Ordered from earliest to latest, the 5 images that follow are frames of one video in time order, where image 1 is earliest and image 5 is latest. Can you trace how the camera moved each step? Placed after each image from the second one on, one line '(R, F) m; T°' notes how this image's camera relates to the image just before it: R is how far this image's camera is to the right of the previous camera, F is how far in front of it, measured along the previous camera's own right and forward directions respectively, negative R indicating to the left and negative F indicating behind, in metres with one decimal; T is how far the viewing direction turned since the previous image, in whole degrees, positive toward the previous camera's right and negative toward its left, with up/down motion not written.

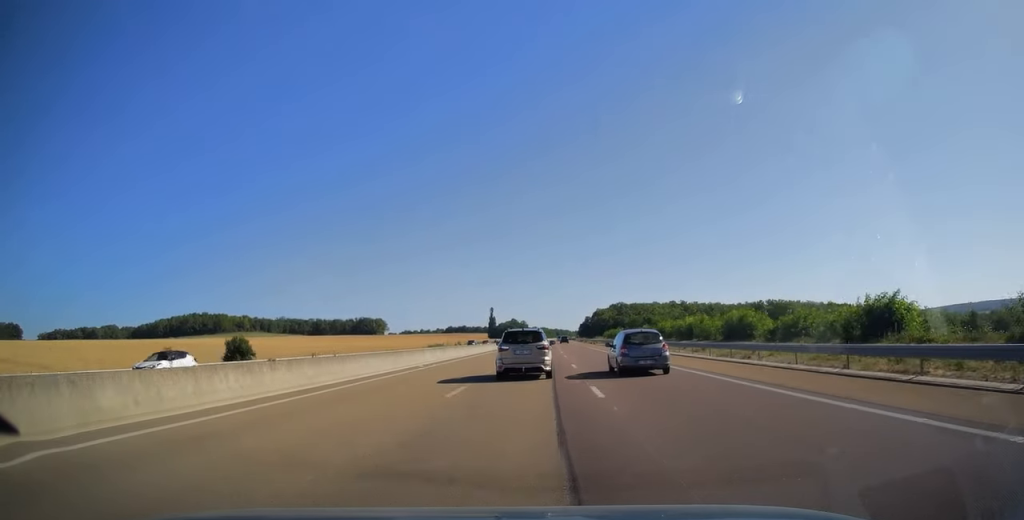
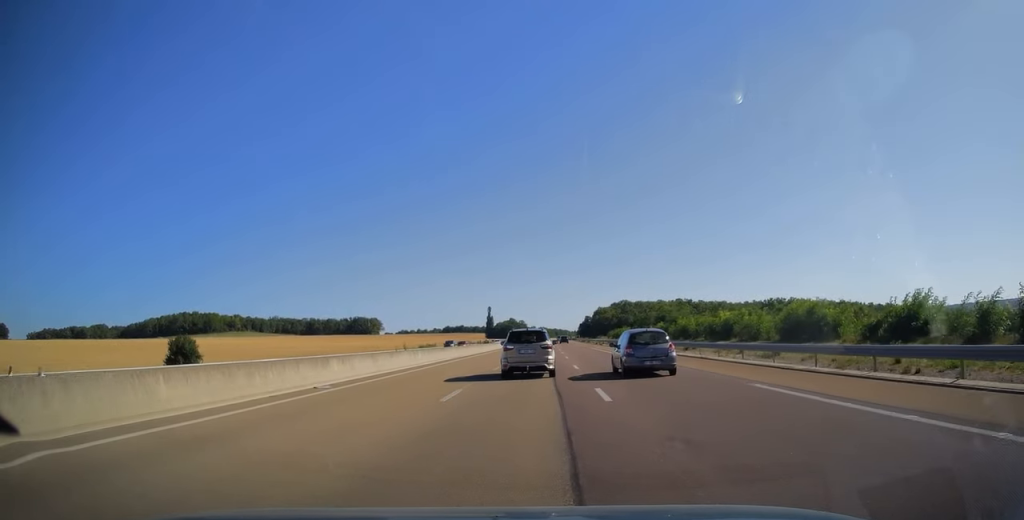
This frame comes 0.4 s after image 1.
(+0.1, +13.6) m; 0°
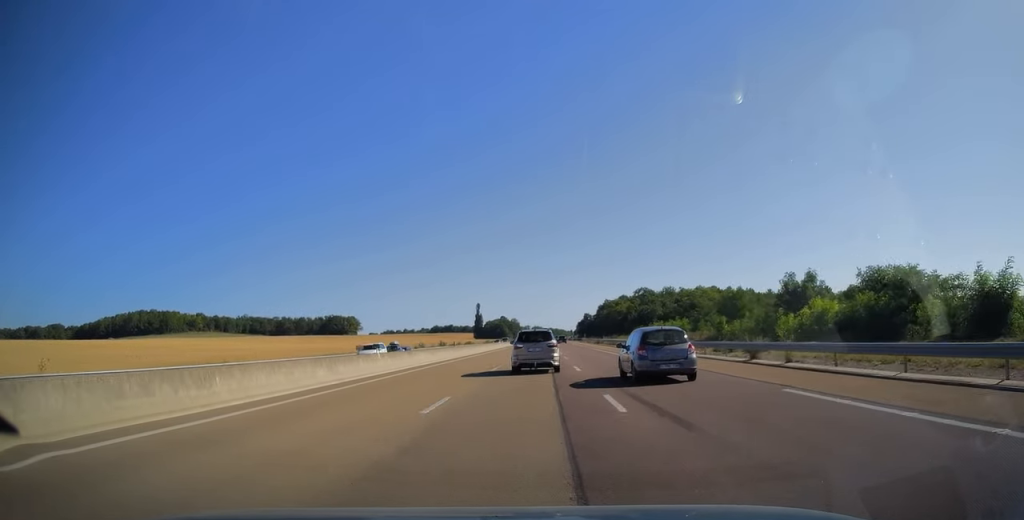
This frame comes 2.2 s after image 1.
(+0.4, +53.4) m; 0°
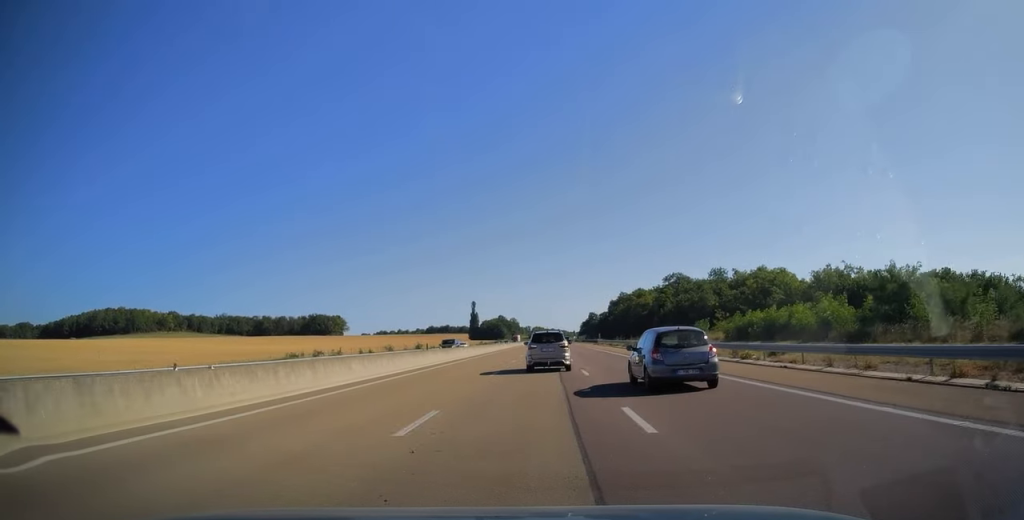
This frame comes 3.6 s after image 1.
(0.0, +40.9) m; 0°
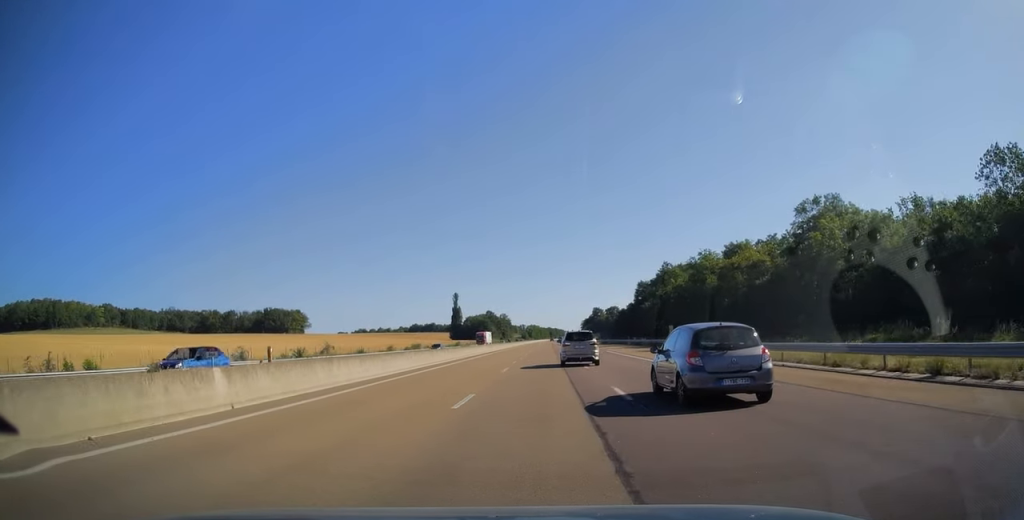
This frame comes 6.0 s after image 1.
(+0.3, +73.3) m; +1°
